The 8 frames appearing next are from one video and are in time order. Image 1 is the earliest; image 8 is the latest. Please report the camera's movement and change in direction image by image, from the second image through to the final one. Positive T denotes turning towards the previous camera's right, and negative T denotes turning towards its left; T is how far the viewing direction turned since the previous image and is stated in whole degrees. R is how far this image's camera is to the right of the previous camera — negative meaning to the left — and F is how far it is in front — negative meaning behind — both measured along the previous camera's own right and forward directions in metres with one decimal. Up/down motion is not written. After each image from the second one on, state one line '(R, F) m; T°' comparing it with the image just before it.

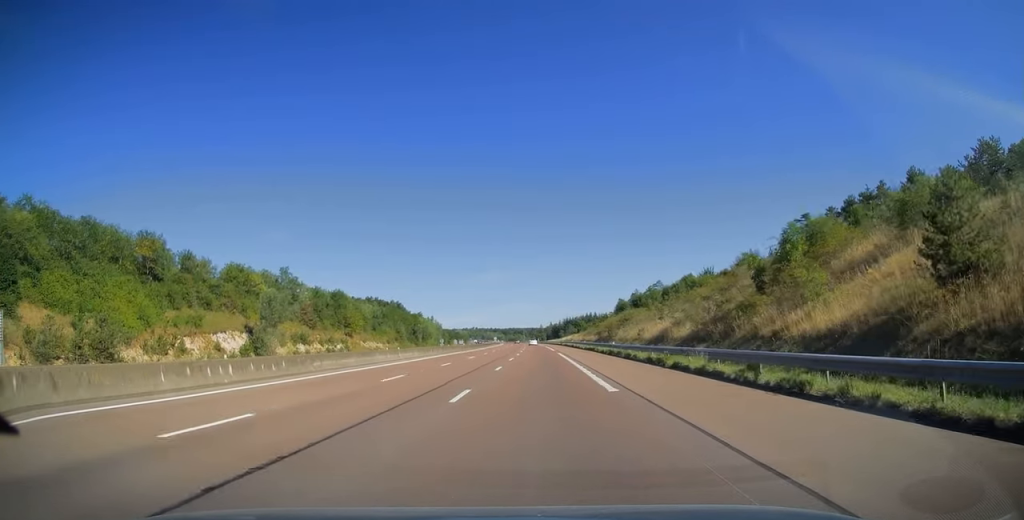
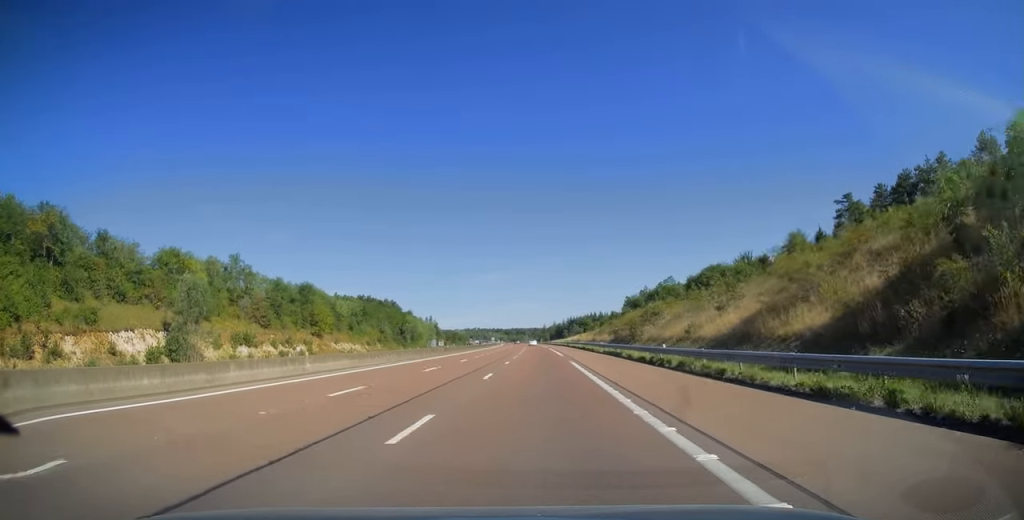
(-0.1, +18.3) m; 0°
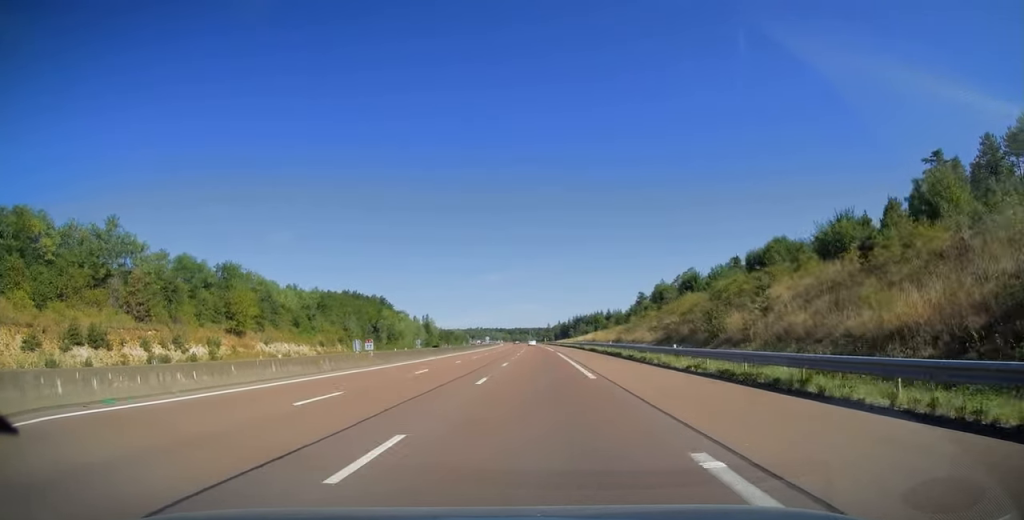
(-0.1, +28.4) m; 0°
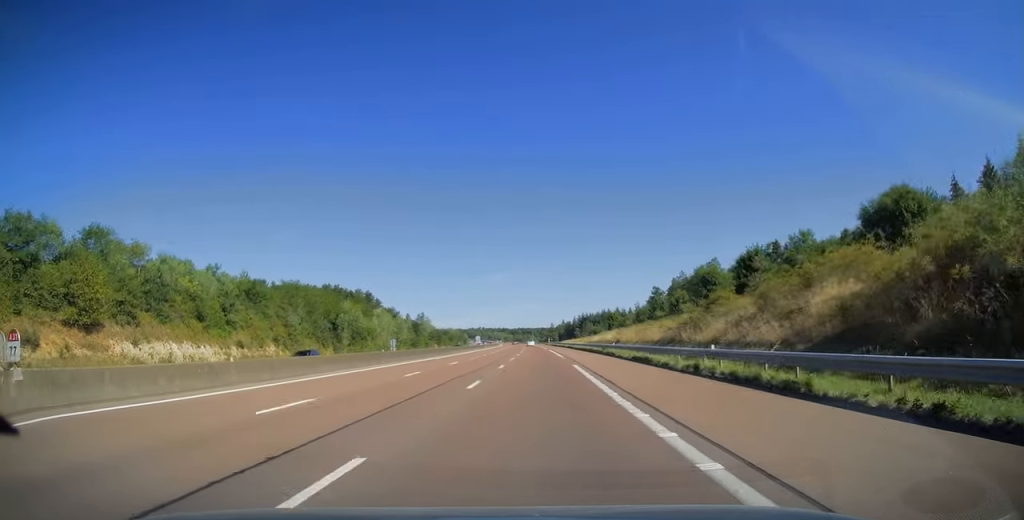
(-0.1, +27.9) m; 0°
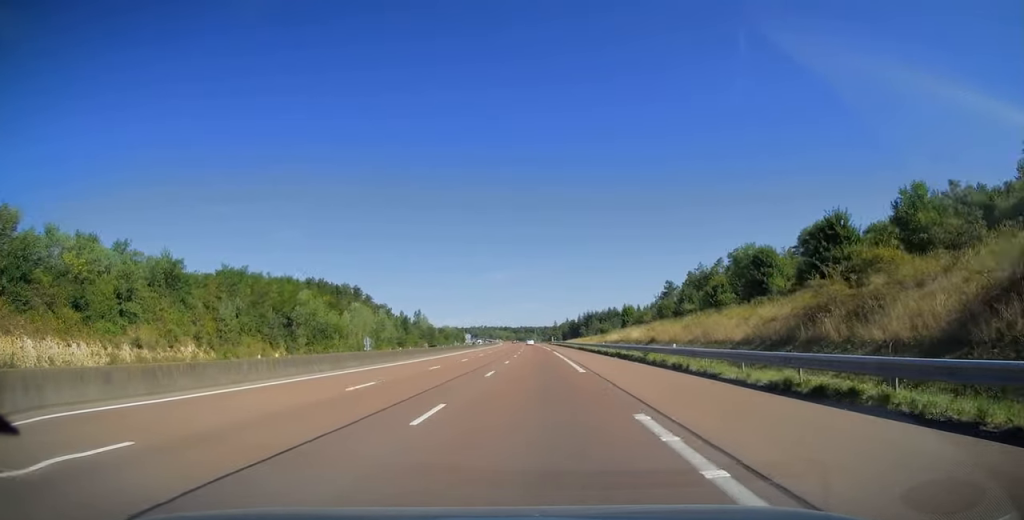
(0.0, +20.3) m; 0°
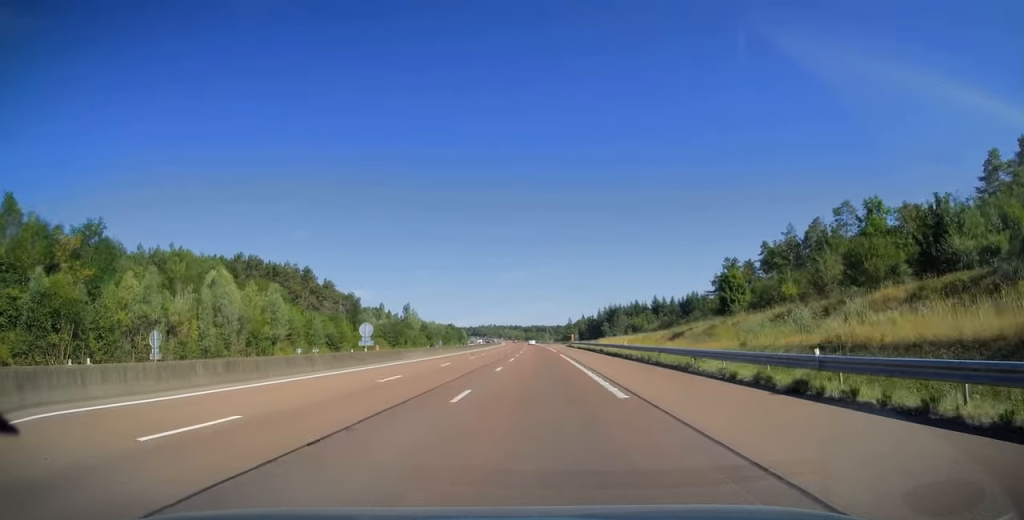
(-0.4, +62.0) m; -1°
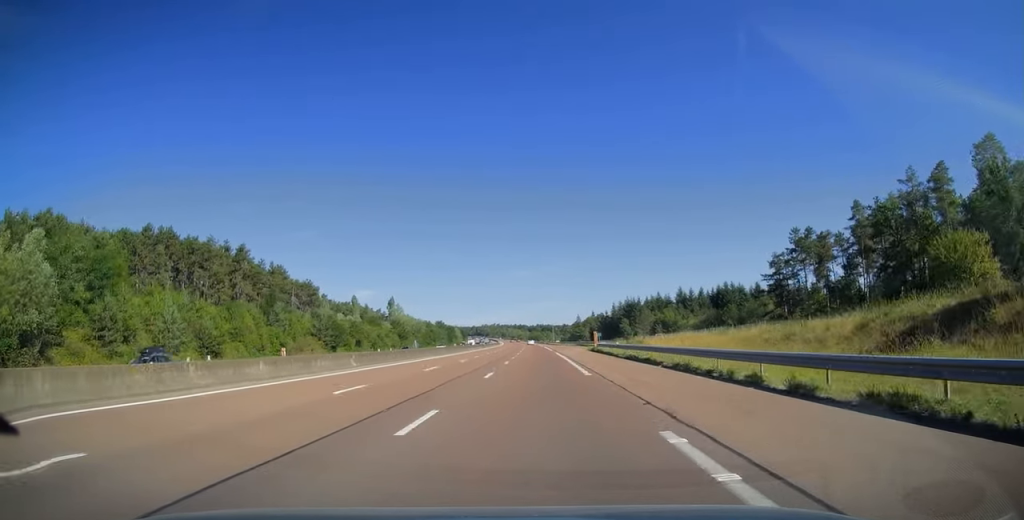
(-0.5, +43.6) m; -1°
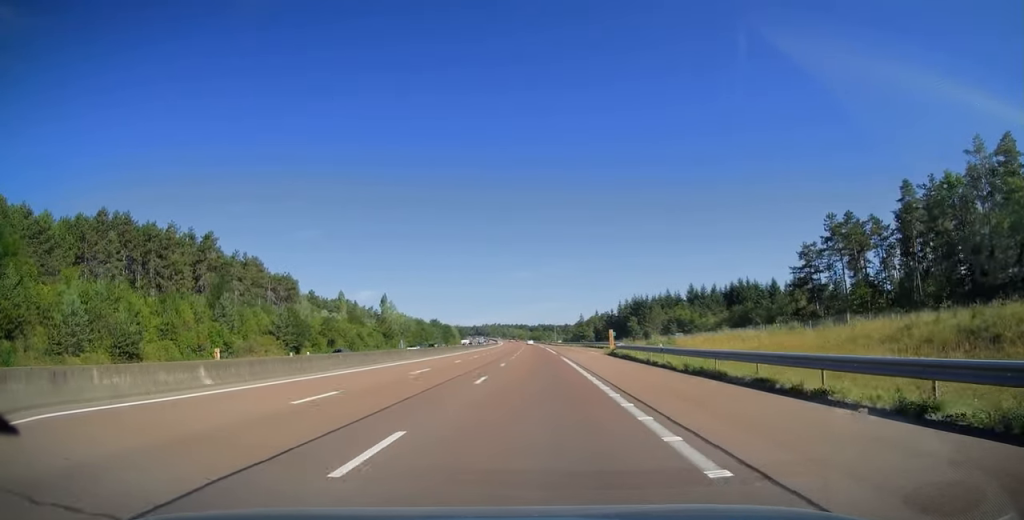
(0.0, +15.7) m; 0°
